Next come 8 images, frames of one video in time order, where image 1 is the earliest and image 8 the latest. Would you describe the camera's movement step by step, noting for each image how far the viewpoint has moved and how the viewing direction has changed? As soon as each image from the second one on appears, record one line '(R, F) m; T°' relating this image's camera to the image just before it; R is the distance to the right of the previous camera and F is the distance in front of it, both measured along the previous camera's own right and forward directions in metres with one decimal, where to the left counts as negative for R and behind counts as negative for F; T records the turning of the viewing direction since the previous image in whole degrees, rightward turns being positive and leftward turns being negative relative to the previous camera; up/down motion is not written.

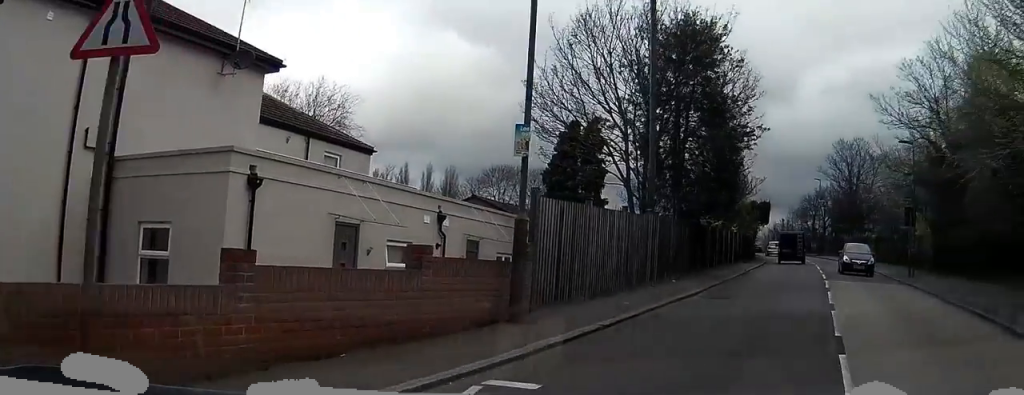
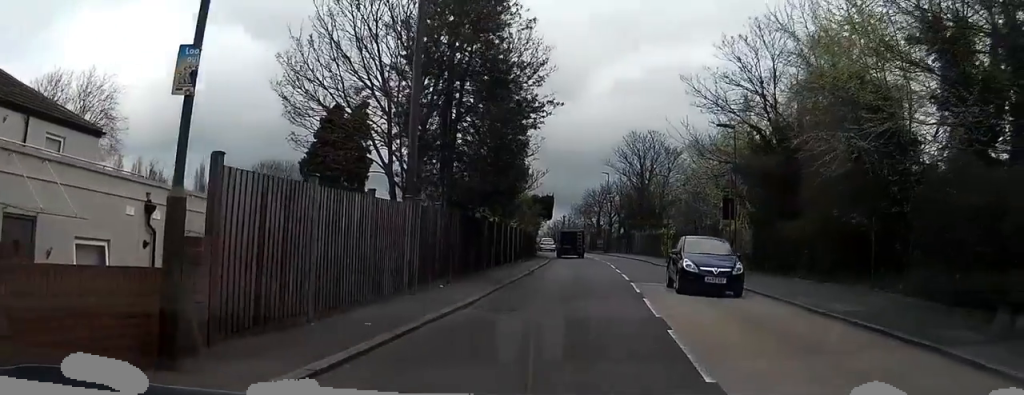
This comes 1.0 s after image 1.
(+0.5, +4.3) m; +8°
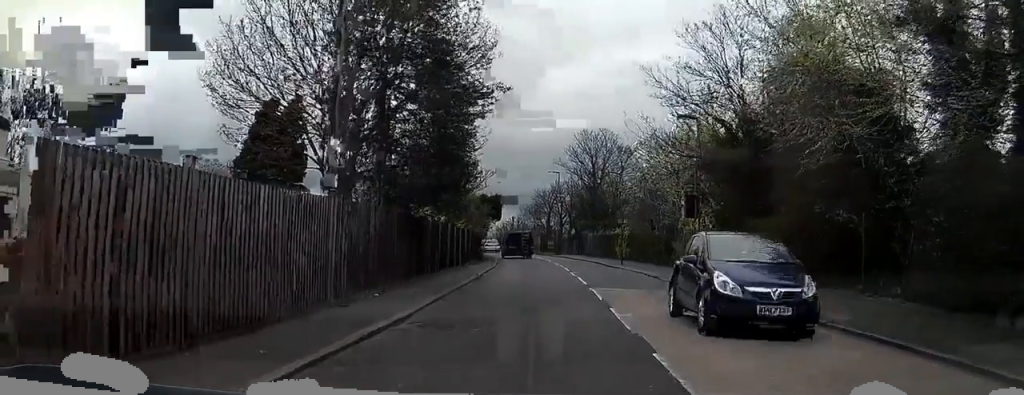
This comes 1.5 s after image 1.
(+0.1, +2.6) m; +2°
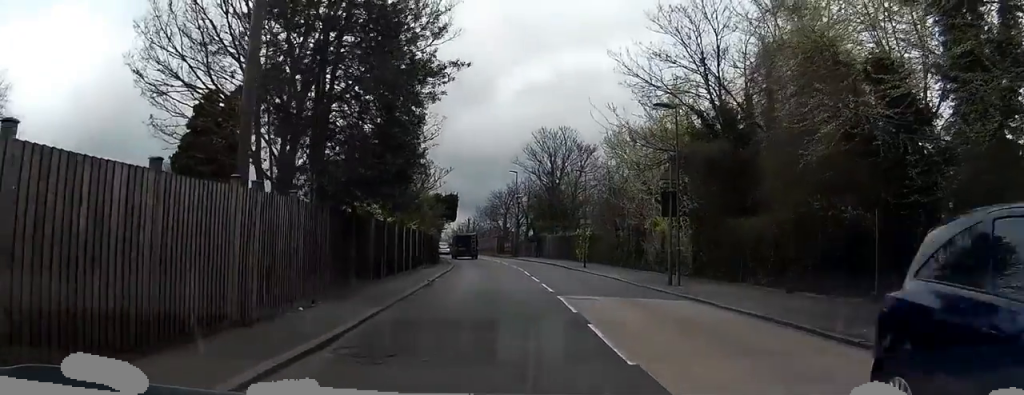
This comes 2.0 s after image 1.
(0.0, +2.9) m; 0°
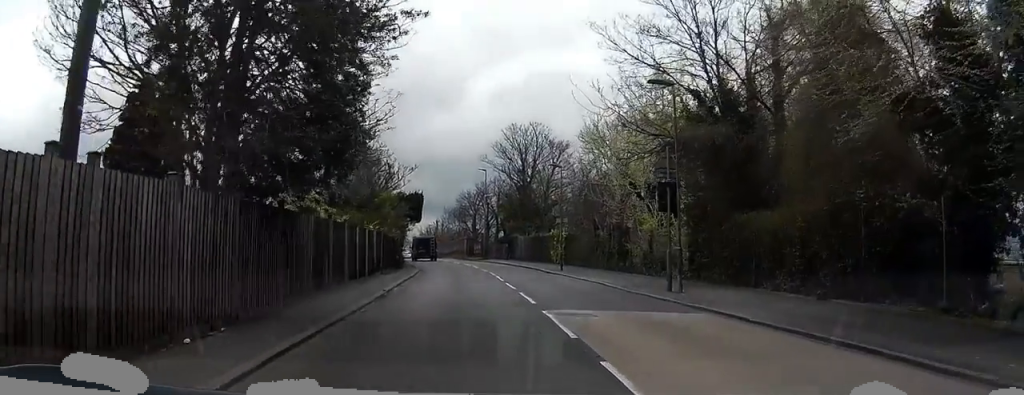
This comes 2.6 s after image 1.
(0.0, +4.1) m; +2°
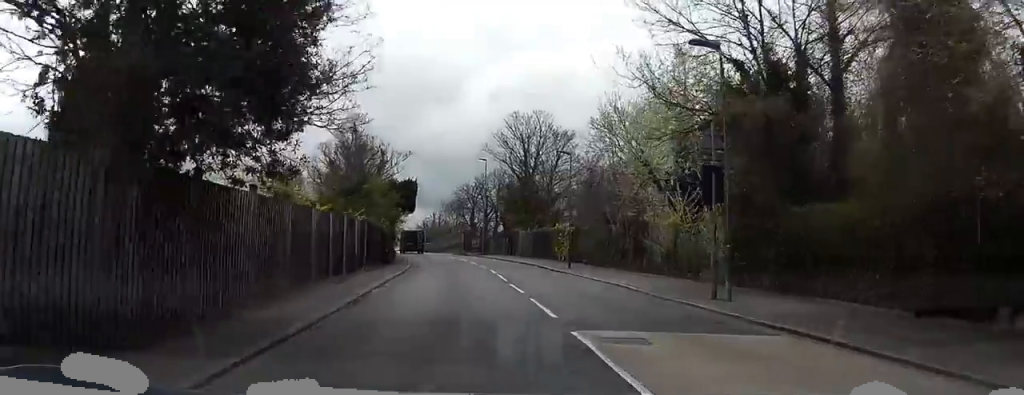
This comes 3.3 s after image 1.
(-0.2, +4.4) m; +4°
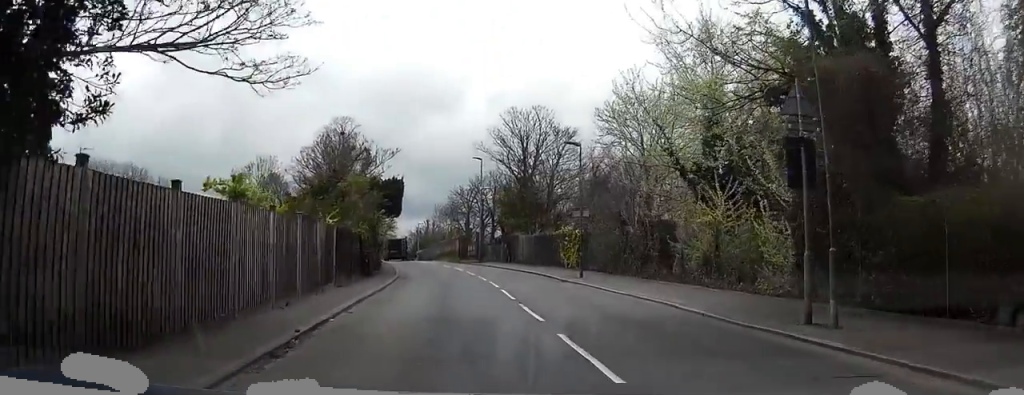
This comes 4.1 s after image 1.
(+0.6, +5.8) m; -3°
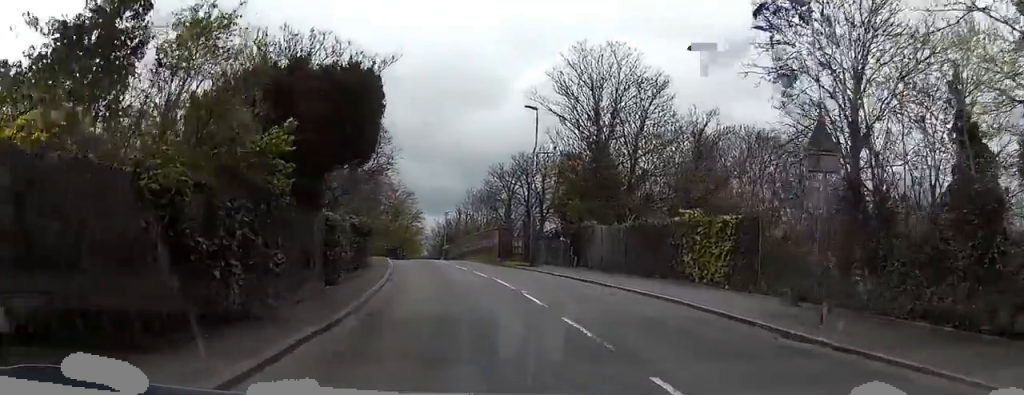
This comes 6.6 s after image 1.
(-1.8, +21.5) m; -4°
